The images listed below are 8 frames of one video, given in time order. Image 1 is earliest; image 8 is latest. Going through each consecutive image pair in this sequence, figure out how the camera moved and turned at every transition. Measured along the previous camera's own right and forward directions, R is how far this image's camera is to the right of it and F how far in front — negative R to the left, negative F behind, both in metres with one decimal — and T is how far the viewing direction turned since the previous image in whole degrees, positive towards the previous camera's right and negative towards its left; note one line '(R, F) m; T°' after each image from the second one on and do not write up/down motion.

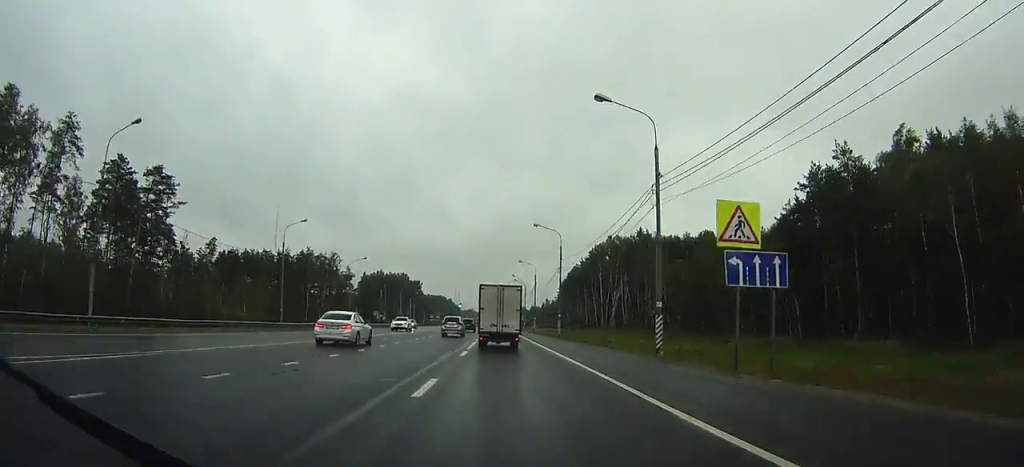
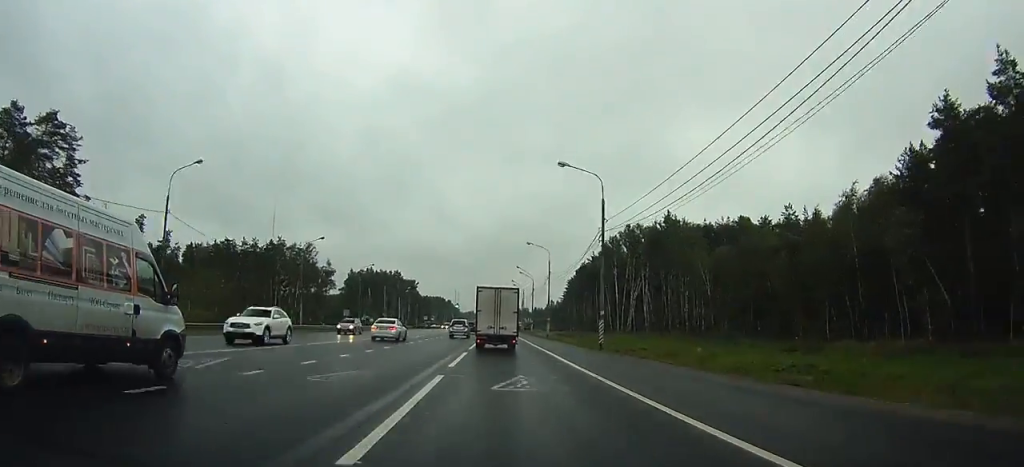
(0.0, +21.9) m; 0°
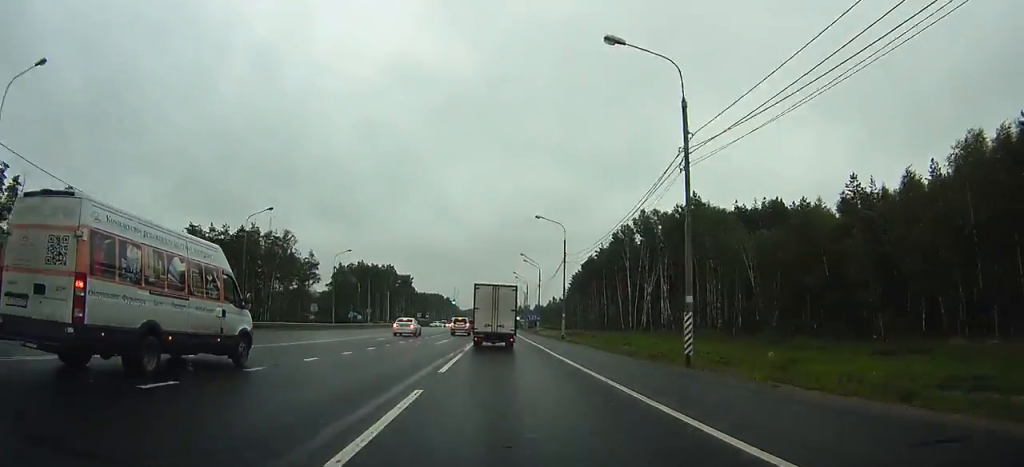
(0.0, +14.7) m; 0°
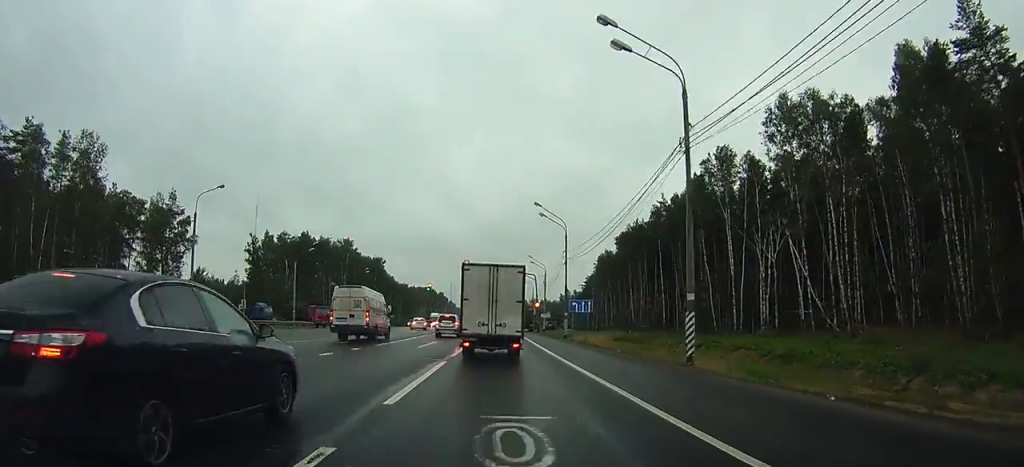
(-0.2, +62.1) m; 0°
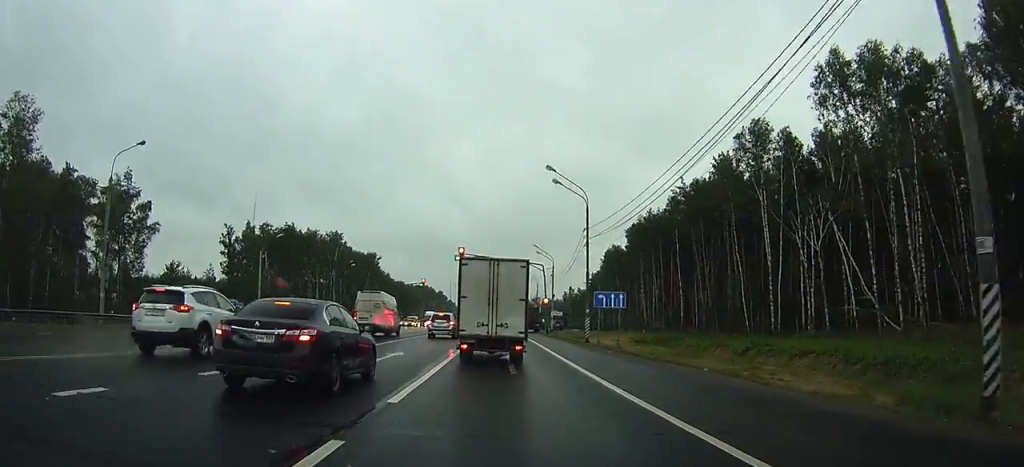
(+0.1, +13.1) m; 0°
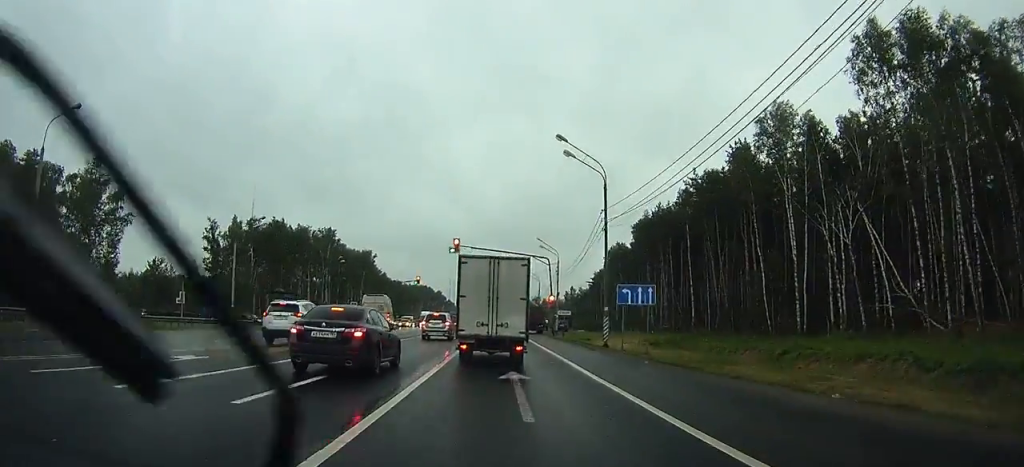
(+0.1, +8.8) m; 0°
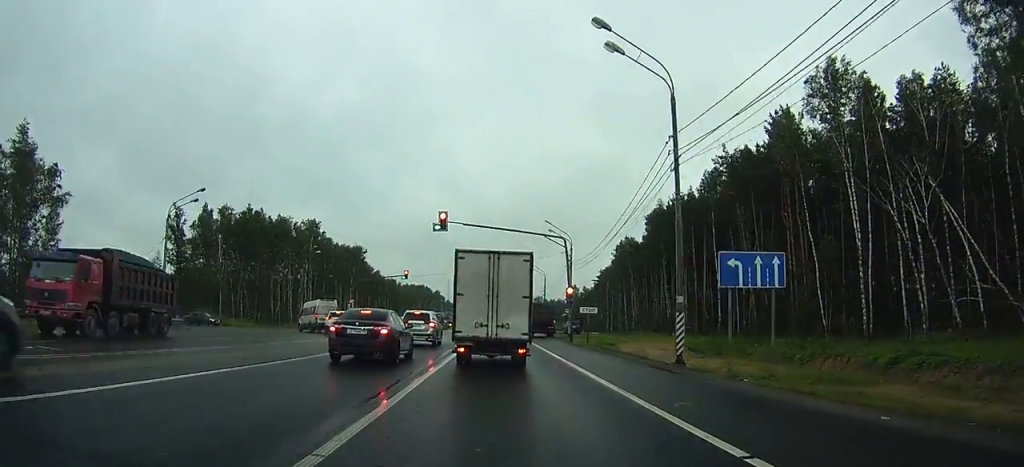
(-0.2, +15.2) m; -1°
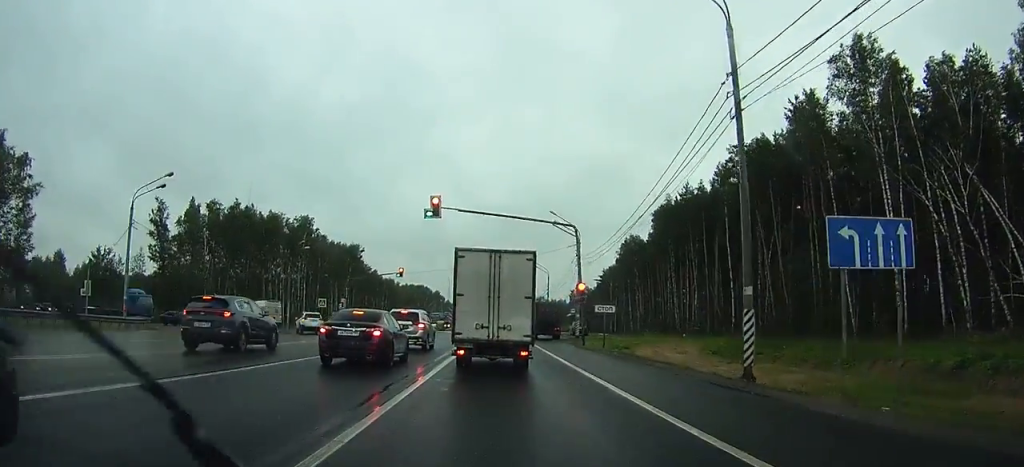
(0.0, +5.7) m; 0°
